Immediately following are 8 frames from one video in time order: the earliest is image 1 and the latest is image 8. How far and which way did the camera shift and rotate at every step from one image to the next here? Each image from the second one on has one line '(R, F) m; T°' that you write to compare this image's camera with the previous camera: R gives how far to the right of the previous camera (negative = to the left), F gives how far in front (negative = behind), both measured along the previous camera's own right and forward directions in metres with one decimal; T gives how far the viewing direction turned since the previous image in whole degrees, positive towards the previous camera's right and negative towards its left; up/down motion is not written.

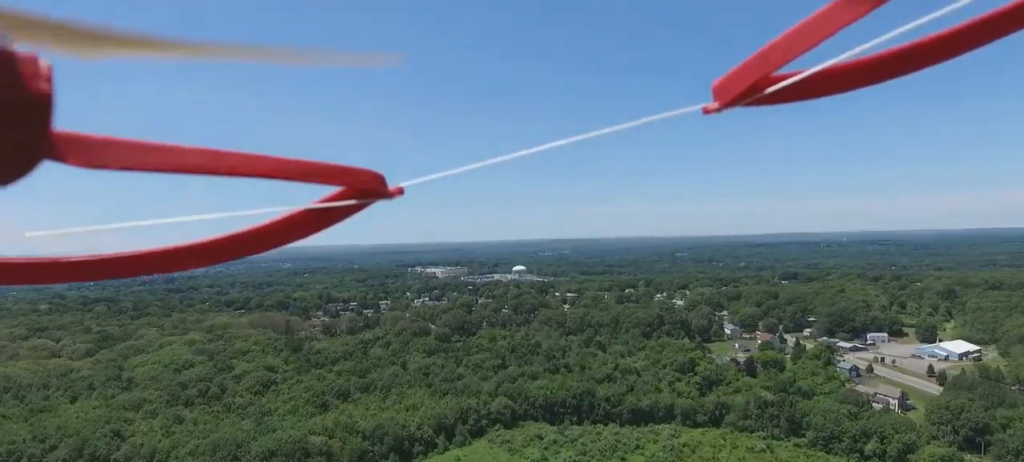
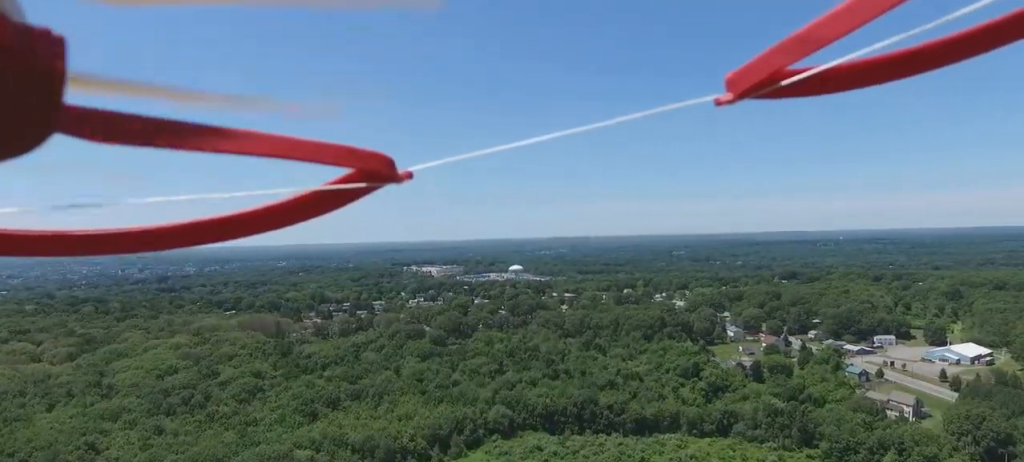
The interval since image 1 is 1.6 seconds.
(0.0, +14.2) m; -1°
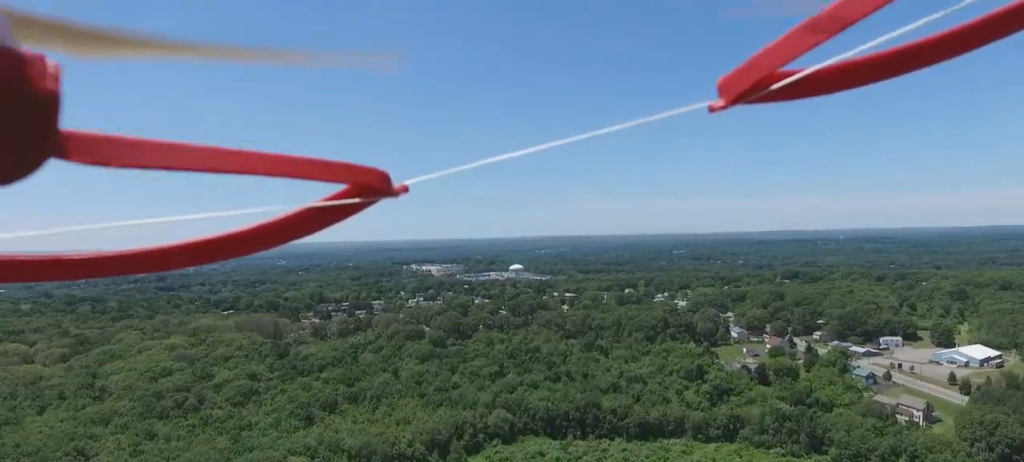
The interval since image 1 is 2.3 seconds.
(0.0, +7.3) m; 0°
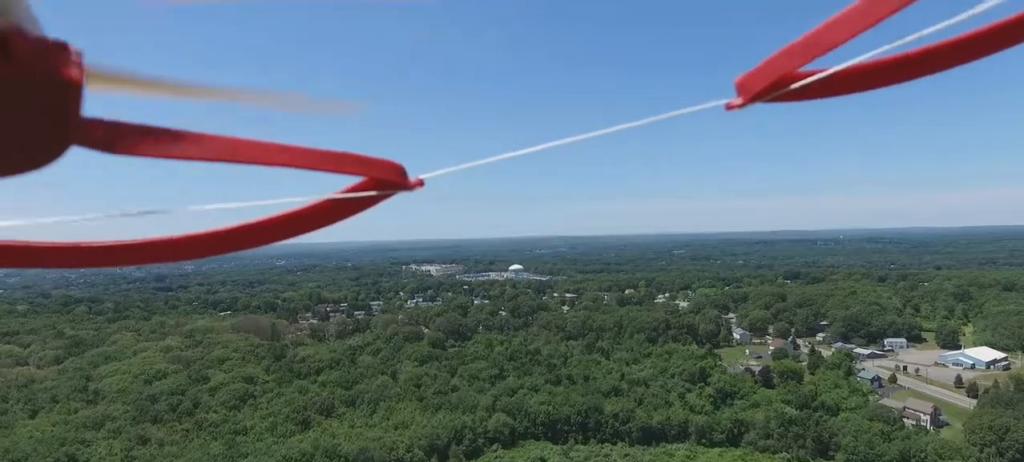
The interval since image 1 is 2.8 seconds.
(0.0, +5.3) m; 0°
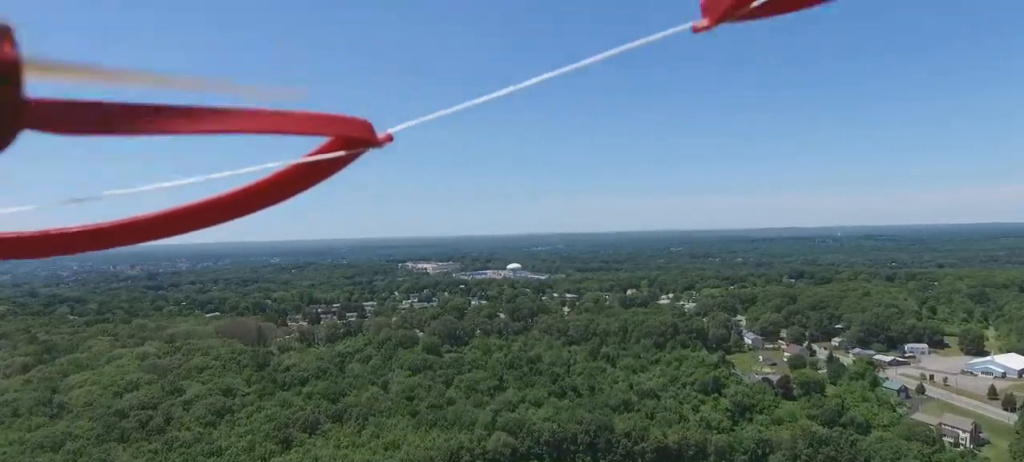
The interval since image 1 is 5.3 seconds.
(+0.1, +25.5) m; 0°
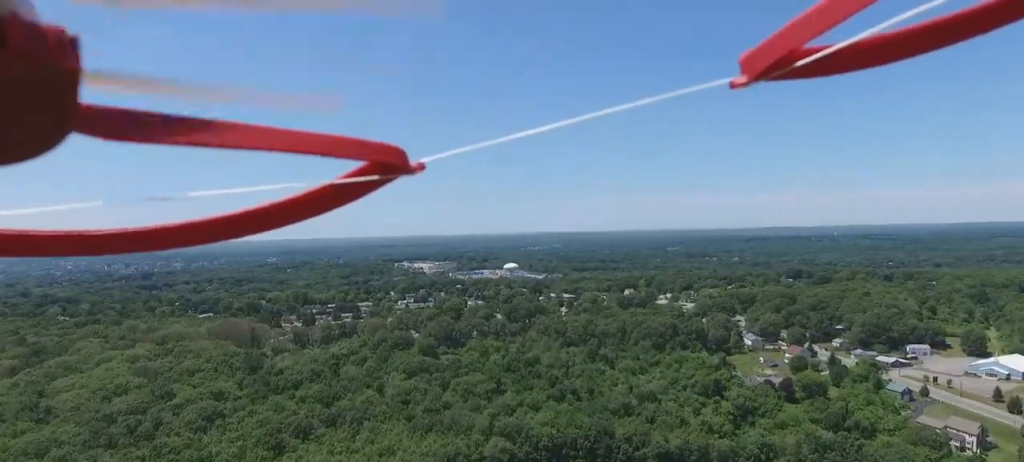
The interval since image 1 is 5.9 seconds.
(0.0, +6.4) m; 0°
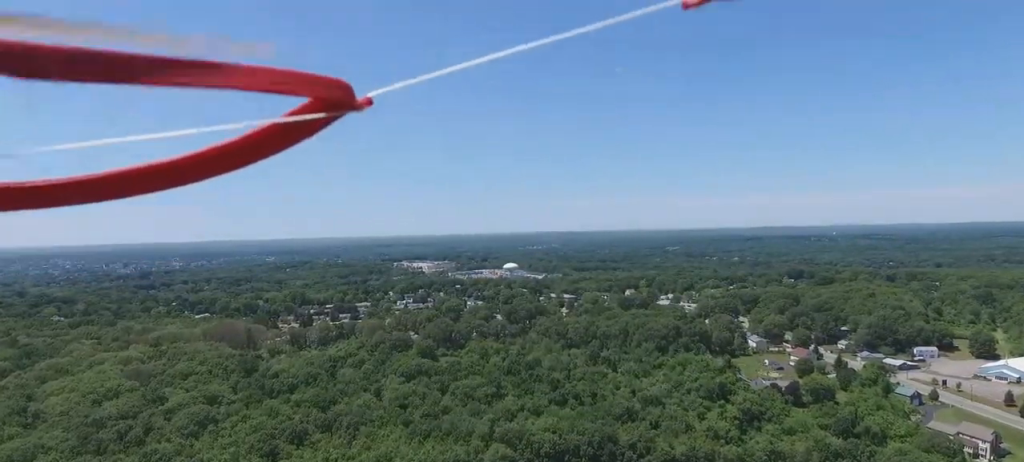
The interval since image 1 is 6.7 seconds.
(0.0, +6.0) m; +1°
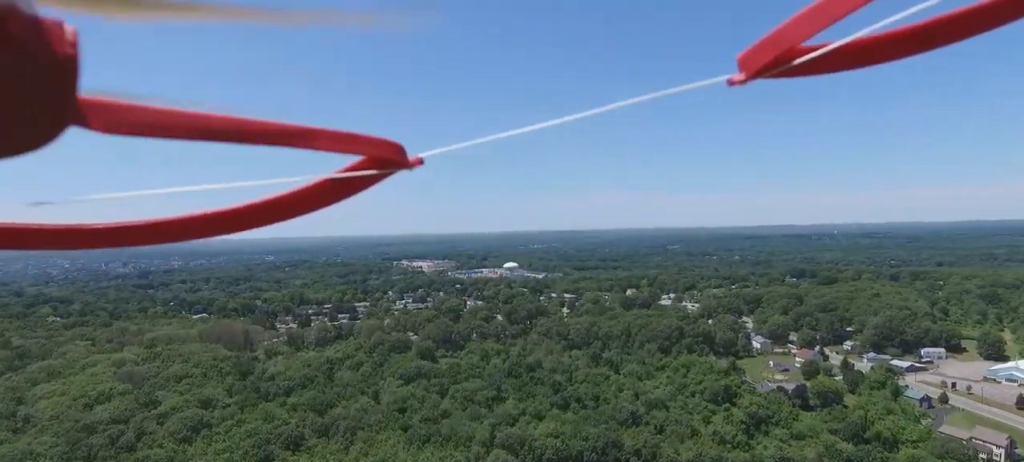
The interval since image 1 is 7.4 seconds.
(0.0, +6.0) m; +1°
